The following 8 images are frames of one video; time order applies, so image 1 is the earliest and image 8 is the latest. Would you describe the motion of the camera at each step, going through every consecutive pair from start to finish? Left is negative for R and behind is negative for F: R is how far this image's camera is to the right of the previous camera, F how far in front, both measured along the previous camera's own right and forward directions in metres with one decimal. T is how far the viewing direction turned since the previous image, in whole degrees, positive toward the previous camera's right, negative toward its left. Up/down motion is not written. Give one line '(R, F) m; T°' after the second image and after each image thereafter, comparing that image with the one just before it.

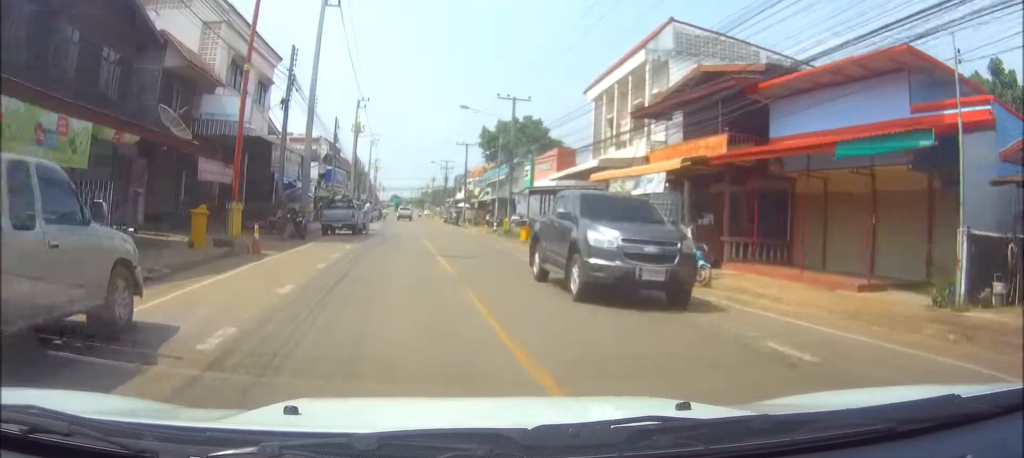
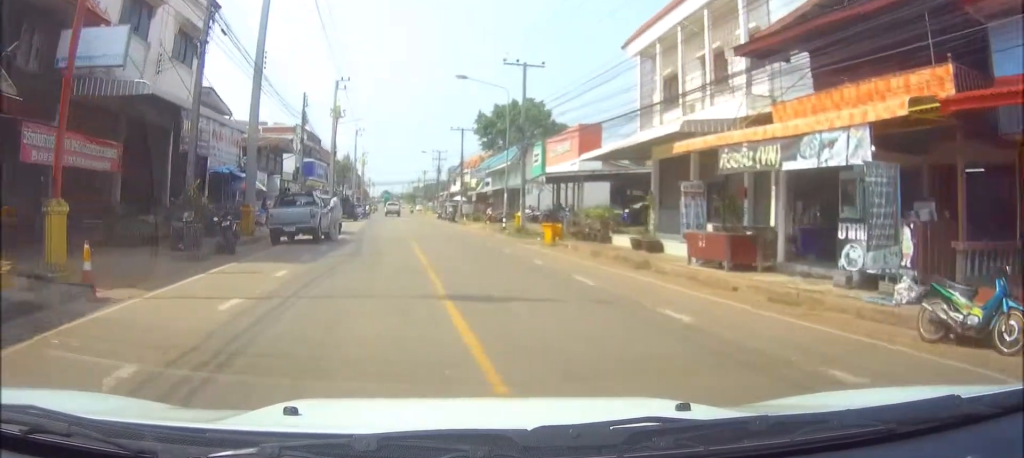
(+0.2, +10.0) m; +2°
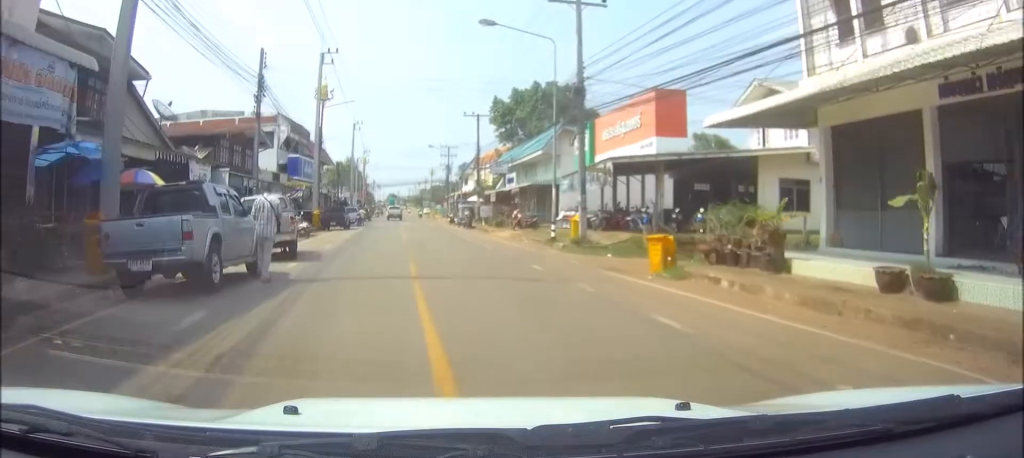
(+0.2, +13.0) m; +1°
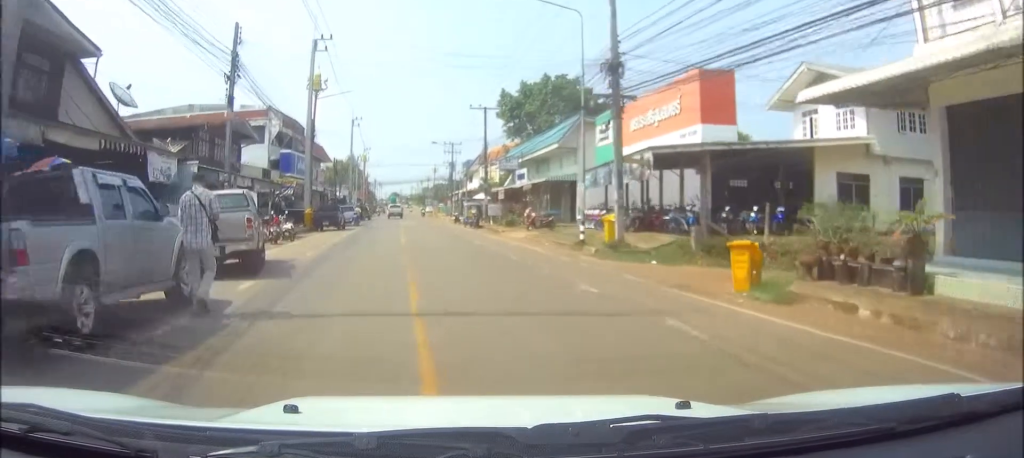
(0.0, +4.3) m; -1°
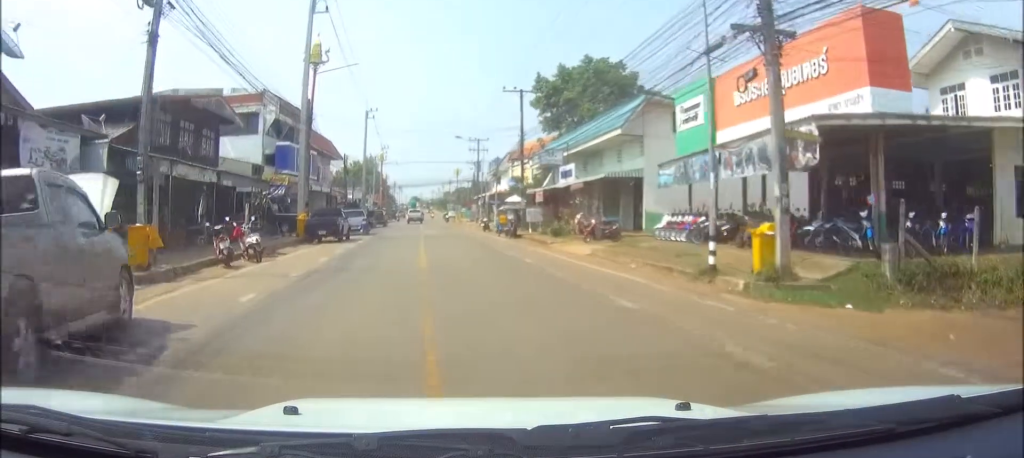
(-0.1, +8.2) m; -2°
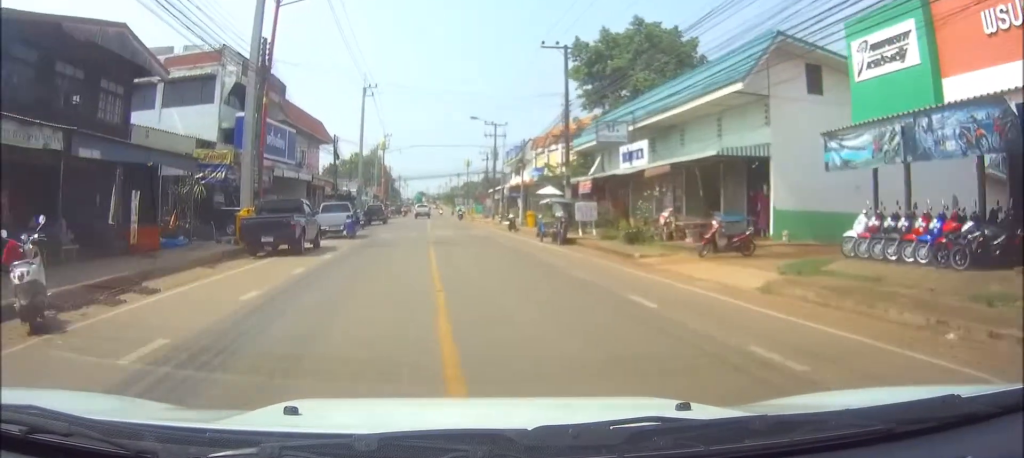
(-0.2, +9.9) m; -1°
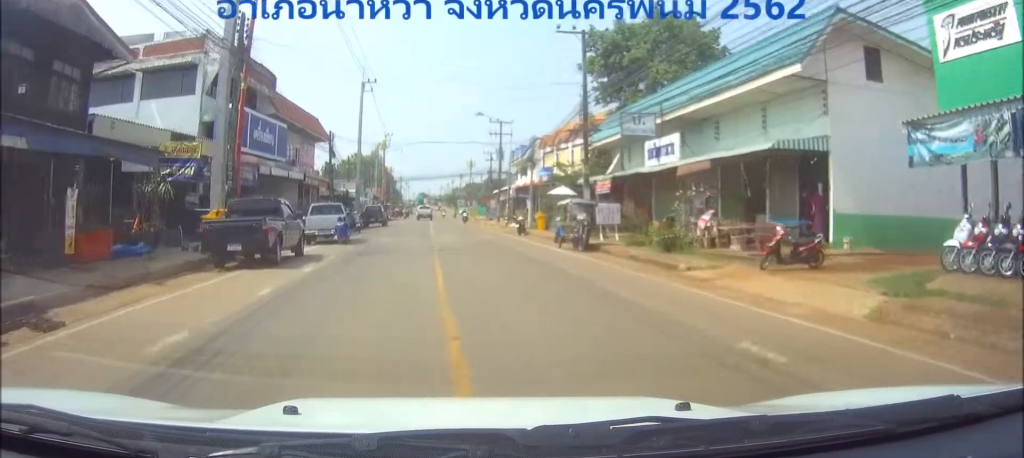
(0.0, +10.0) m; 0°
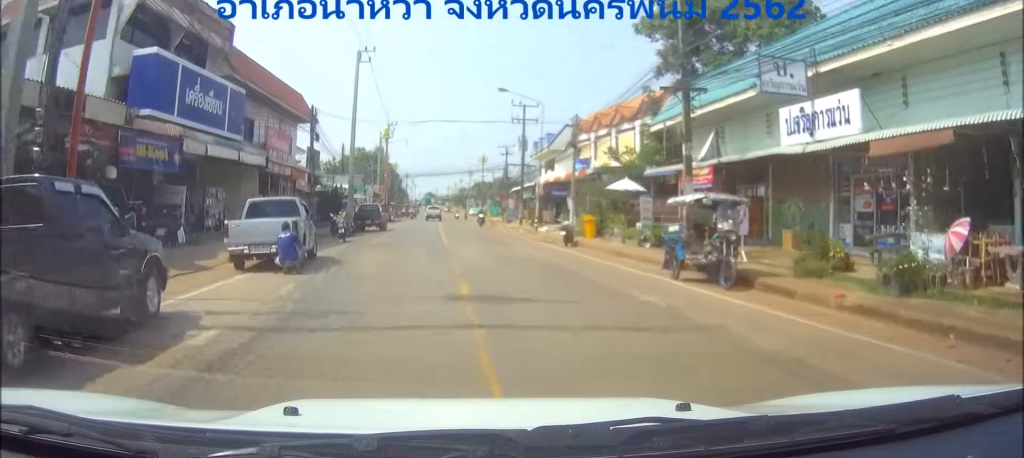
(0.0, +9.2) m; 0°
